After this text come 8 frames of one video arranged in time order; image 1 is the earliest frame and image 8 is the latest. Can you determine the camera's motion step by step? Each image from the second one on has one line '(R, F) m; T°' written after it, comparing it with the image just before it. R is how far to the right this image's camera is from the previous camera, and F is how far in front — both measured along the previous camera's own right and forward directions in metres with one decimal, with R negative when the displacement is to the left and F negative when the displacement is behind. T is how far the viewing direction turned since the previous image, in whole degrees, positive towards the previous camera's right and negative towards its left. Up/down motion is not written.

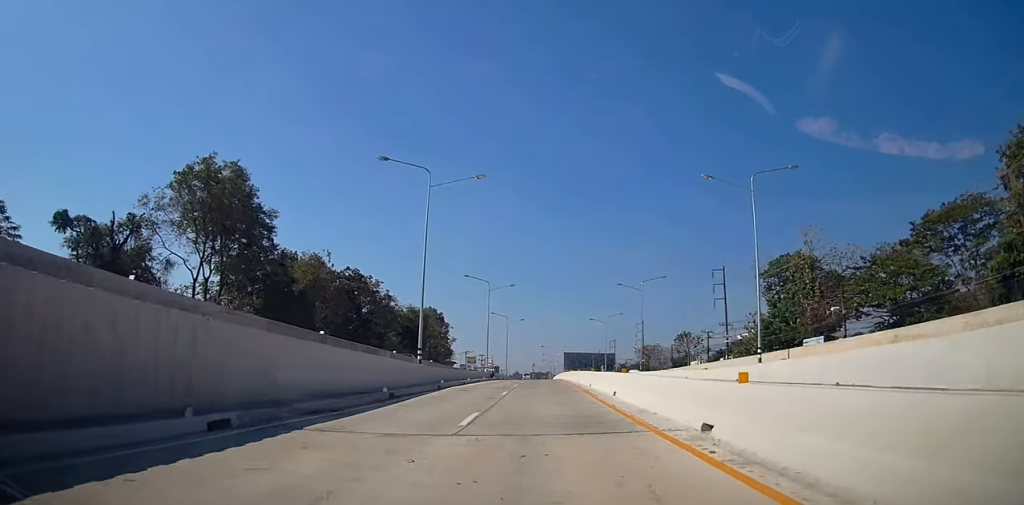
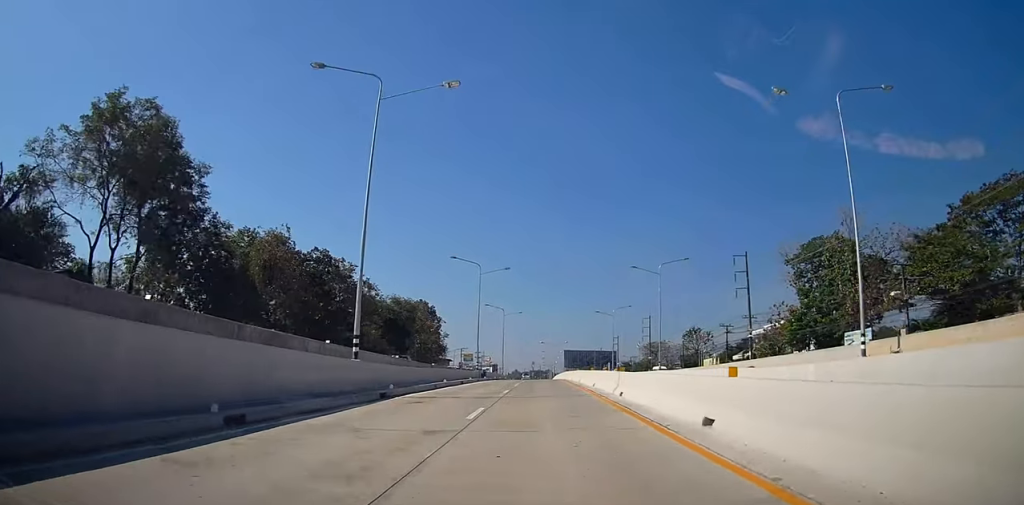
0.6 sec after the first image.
(-0.2, +11.7) m; 0°
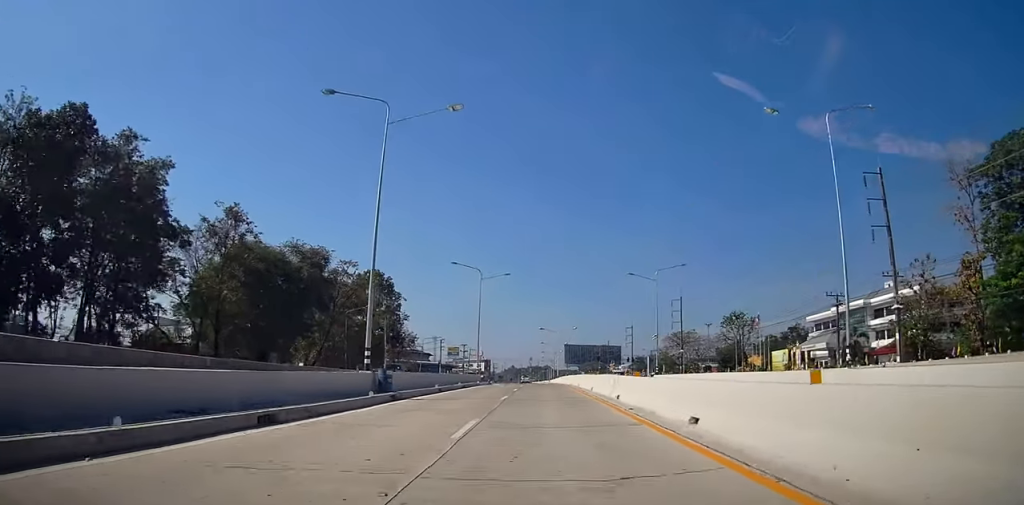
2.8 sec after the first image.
(+0.5, +40.3) m; +1°
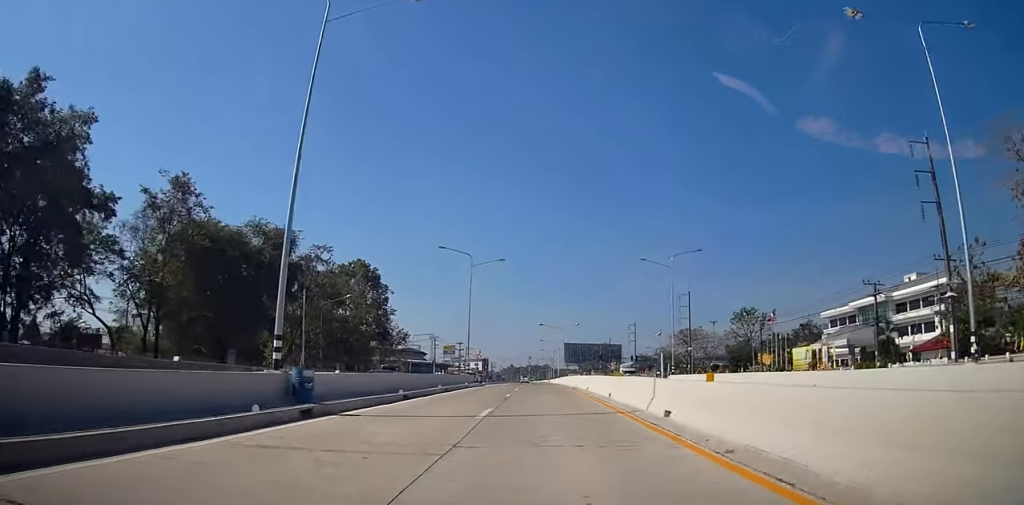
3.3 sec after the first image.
(0.0, +8.2) m; 0°
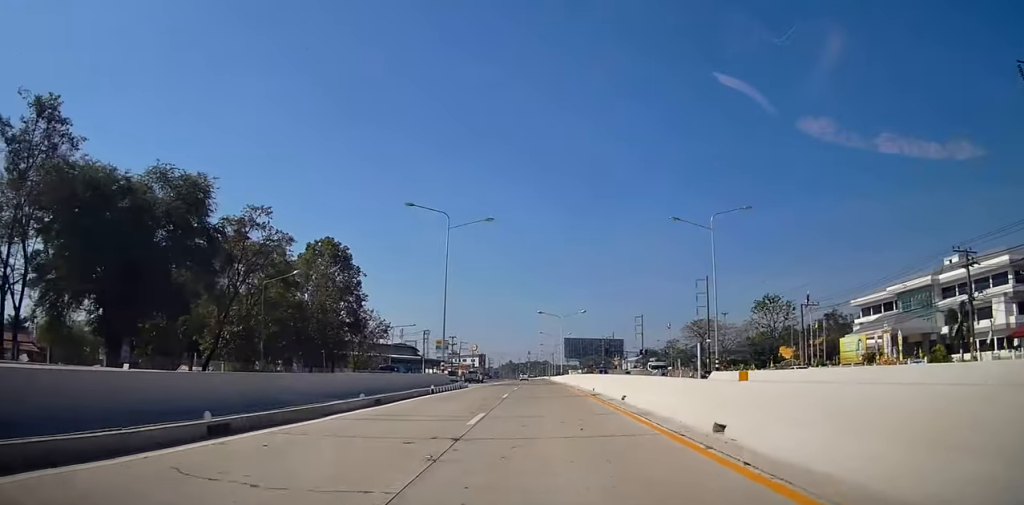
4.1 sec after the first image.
(-0.1, +14.1) m; -1°
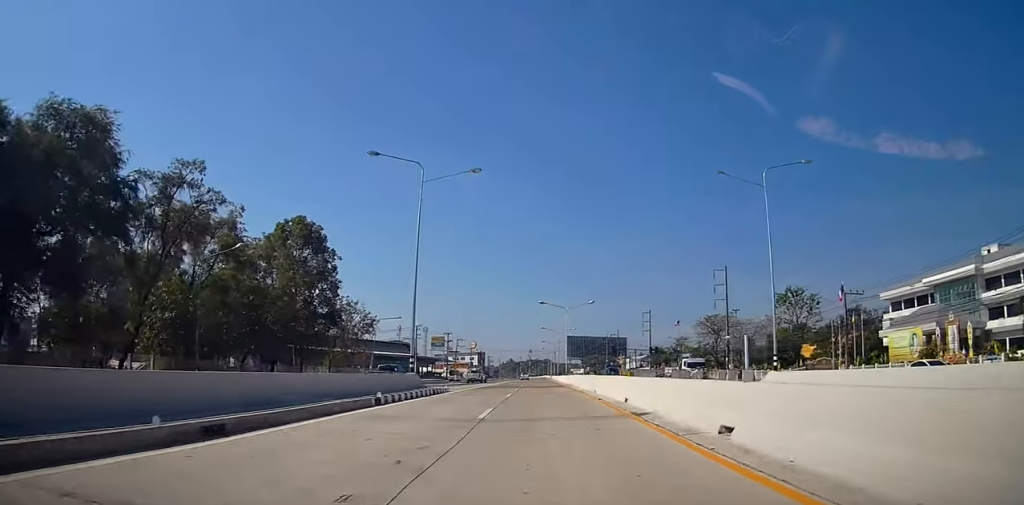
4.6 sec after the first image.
(-0.1, +10.3) m; +1°
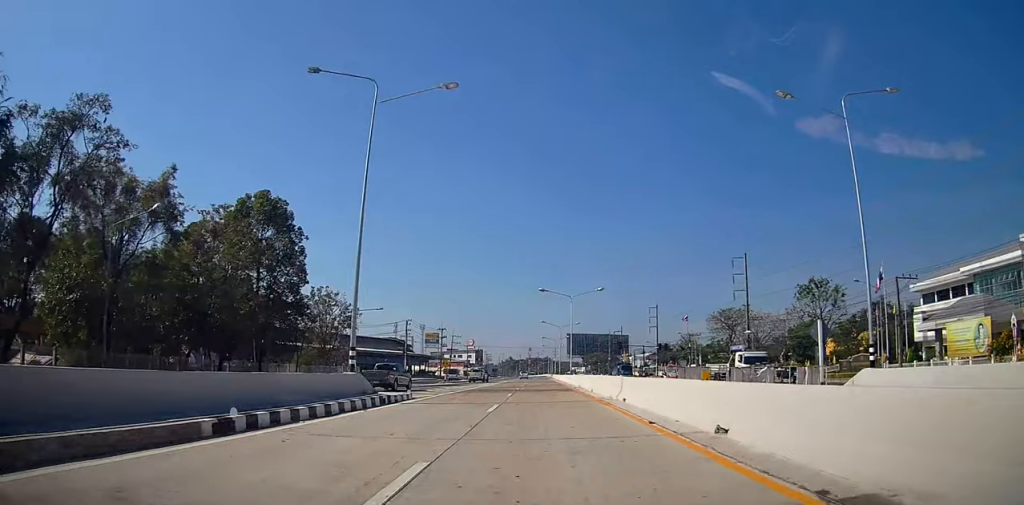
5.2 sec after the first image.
(0.0, +9.8) m; +1°
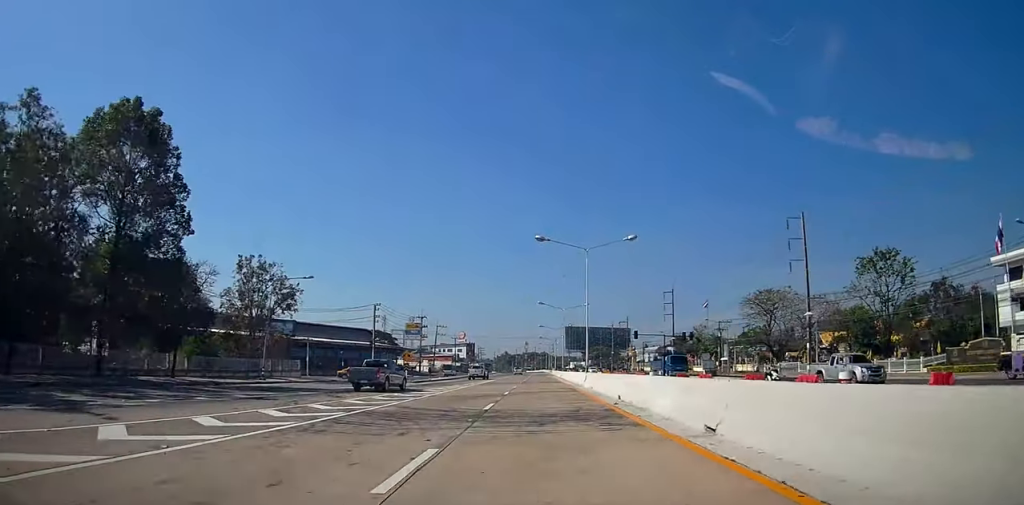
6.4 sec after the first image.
(+0.5, +21.4) m; +1°
